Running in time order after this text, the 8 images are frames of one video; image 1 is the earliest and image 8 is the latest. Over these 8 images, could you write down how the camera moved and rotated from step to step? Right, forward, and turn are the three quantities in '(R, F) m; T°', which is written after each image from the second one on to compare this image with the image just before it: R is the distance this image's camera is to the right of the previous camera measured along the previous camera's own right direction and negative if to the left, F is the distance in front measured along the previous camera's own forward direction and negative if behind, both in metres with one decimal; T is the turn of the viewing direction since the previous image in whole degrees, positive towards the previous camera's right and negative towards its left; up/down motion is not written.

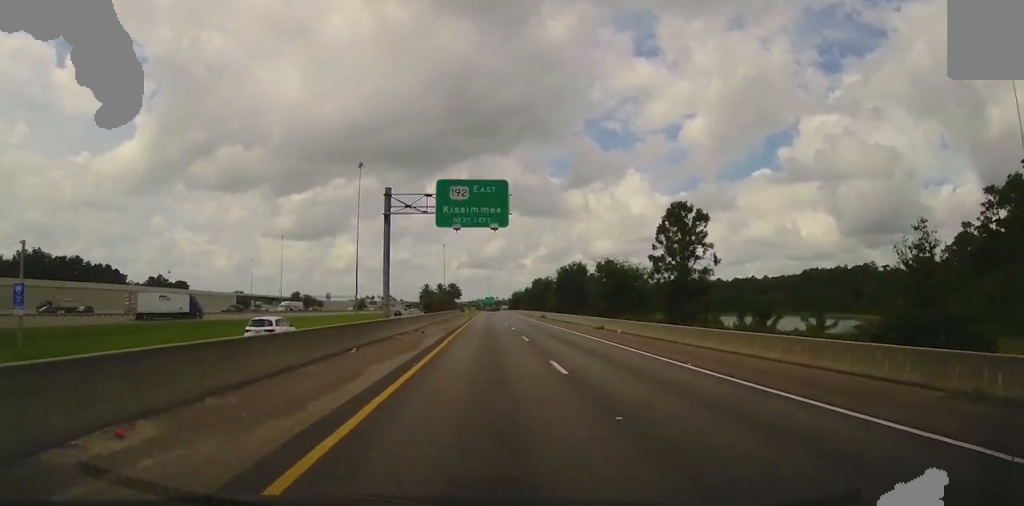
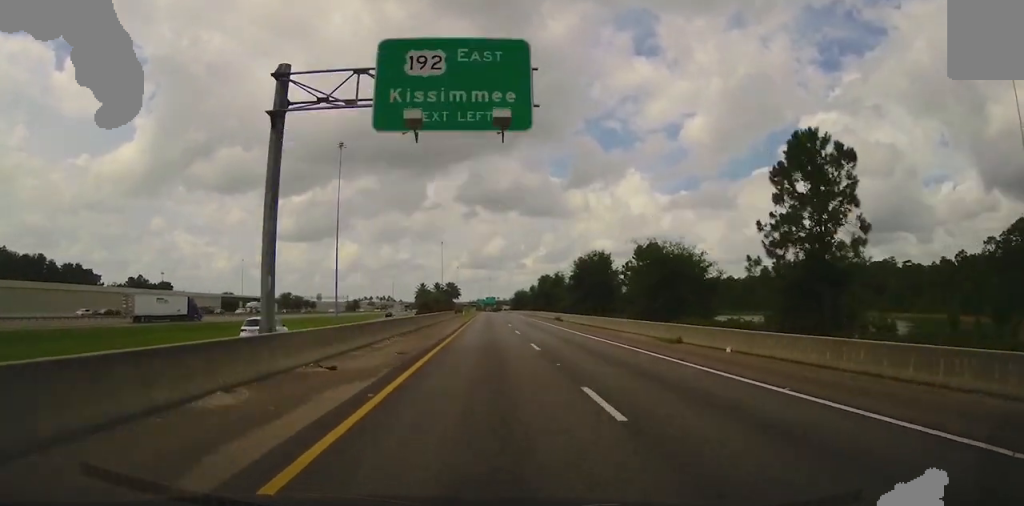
(0.0, +18.2) m; 0°
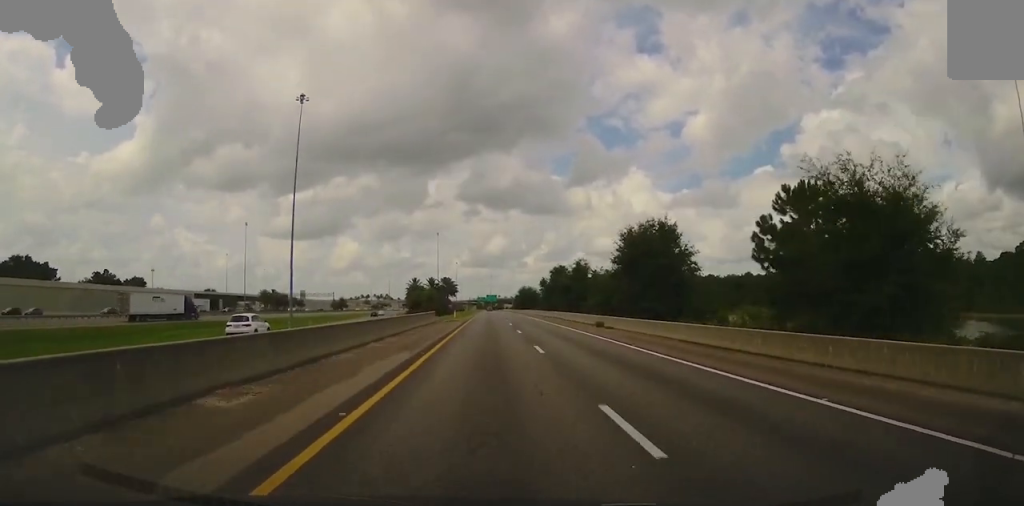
(0.0, +26.9) m; 0°
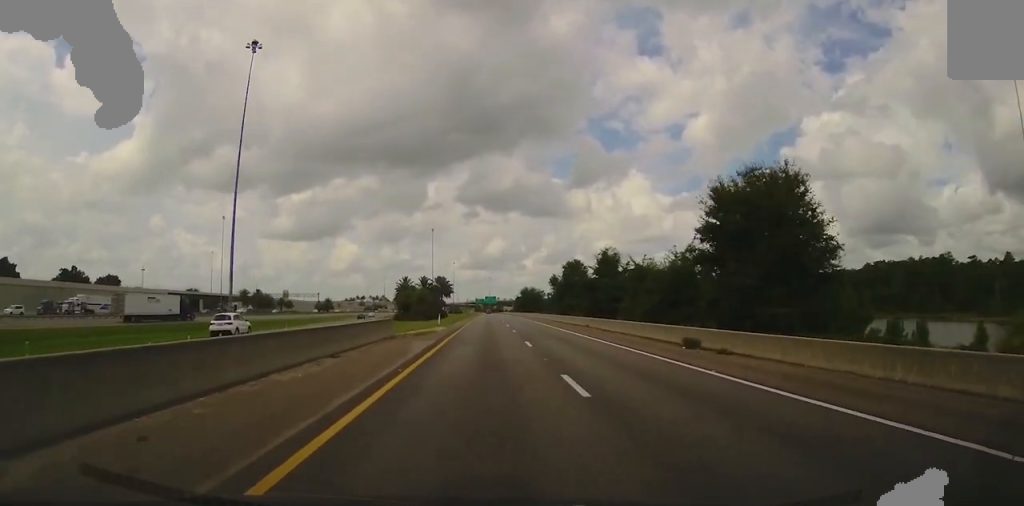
(0.0, +21.1) m; 0°
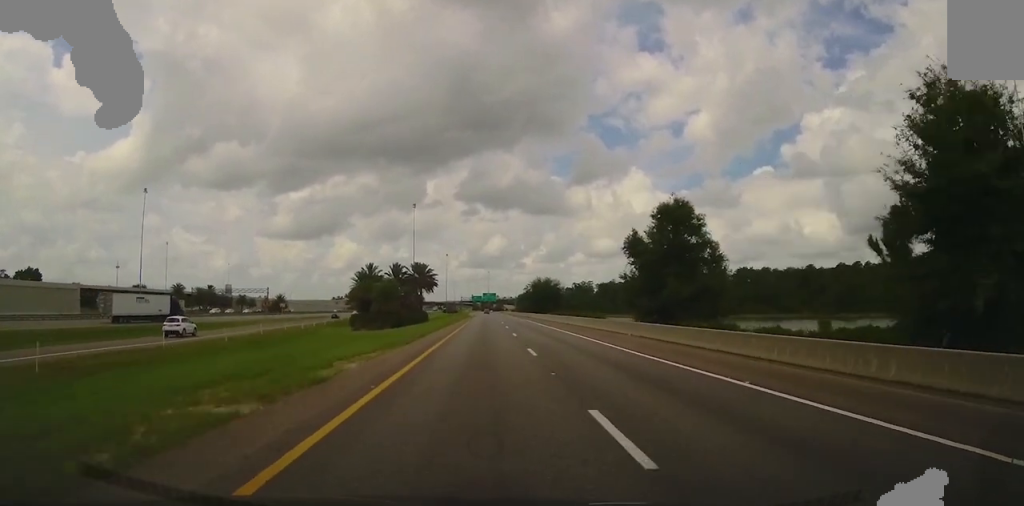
(0.0, +54.6) m; 0°
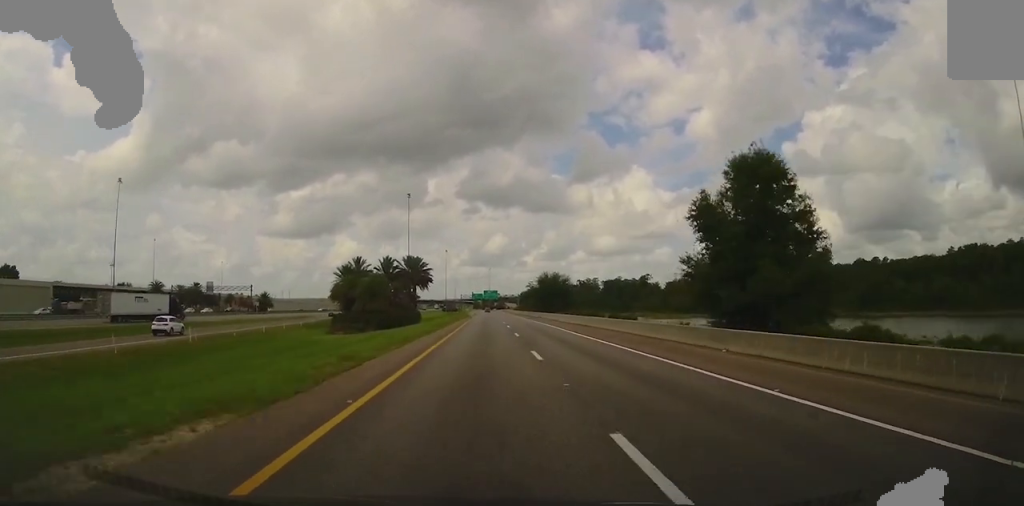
(0.0, +14.3) m; 0°
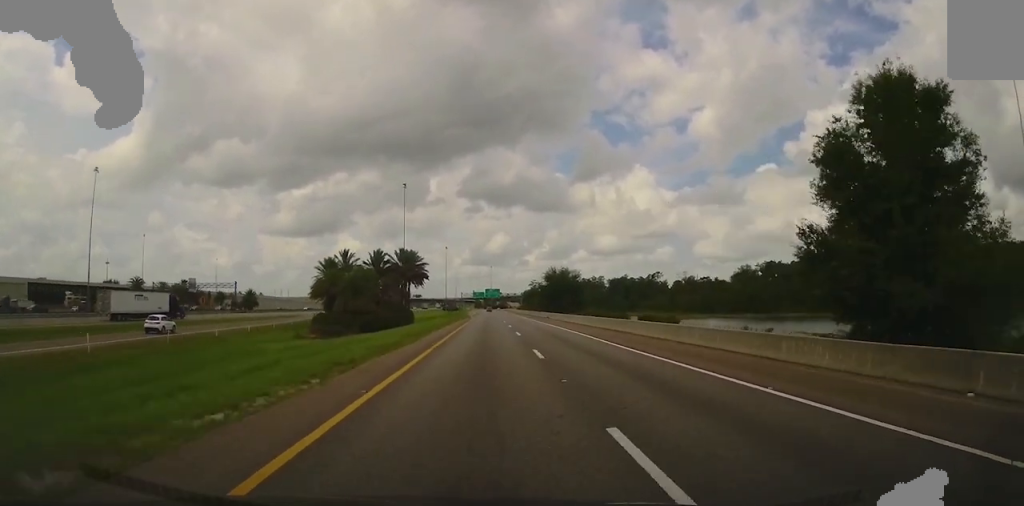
(0.0, +12.4) m; 0°
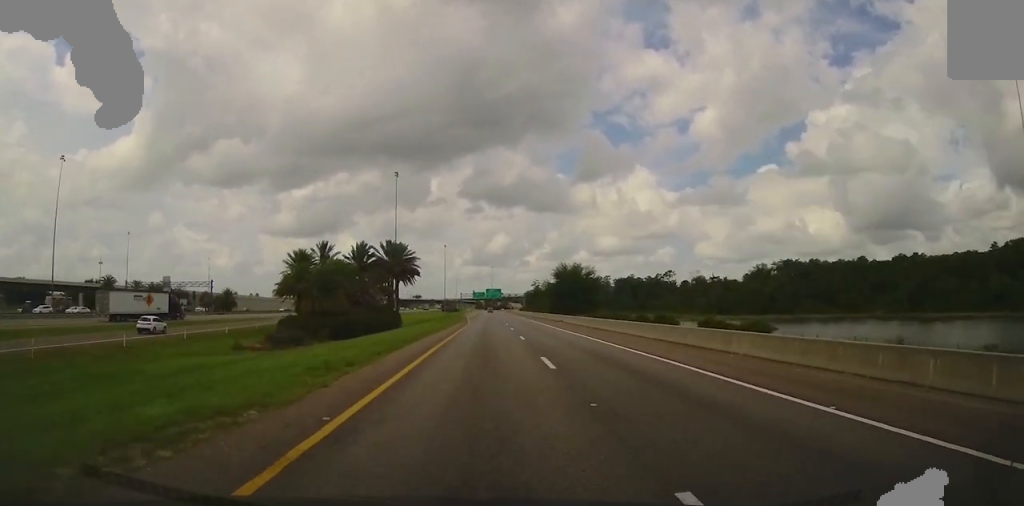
(0.0, +15.3) m; 0°
